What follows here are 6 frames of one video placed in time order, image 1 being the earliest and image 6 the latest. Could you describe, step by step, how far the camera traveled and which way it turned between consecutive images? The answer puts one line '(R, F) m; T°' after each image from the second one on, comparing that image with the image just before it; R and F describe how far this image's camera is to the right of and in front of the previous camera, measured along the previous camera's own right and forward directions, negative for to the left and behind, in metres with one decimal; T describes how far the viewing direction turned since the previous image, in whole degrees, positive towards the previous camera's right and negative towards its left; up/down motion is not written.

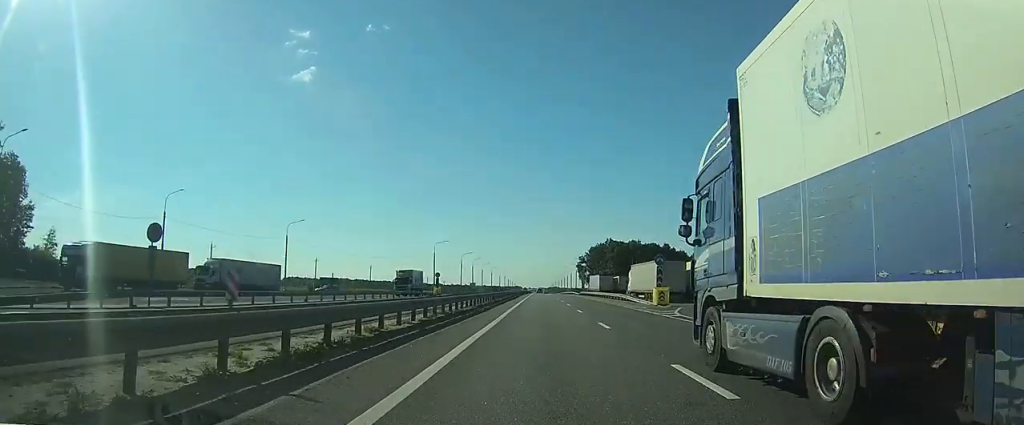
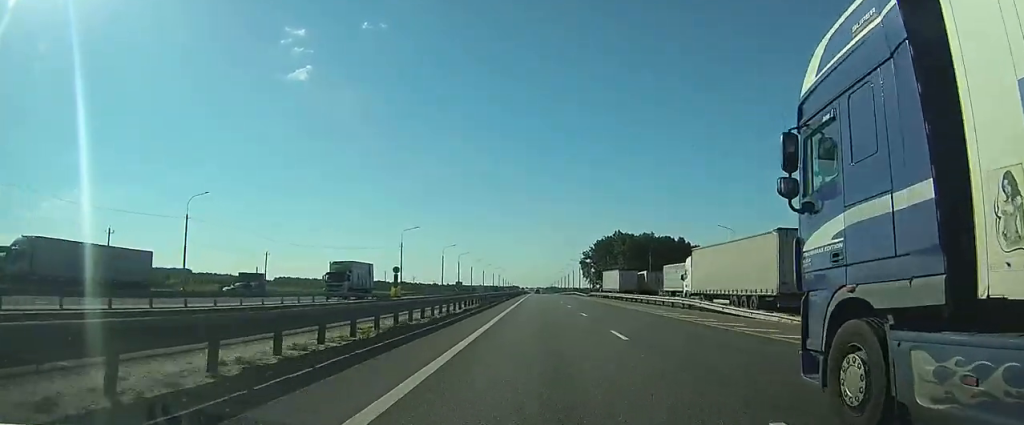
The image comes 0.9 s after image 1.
(0.0, +28.2) m; 0°
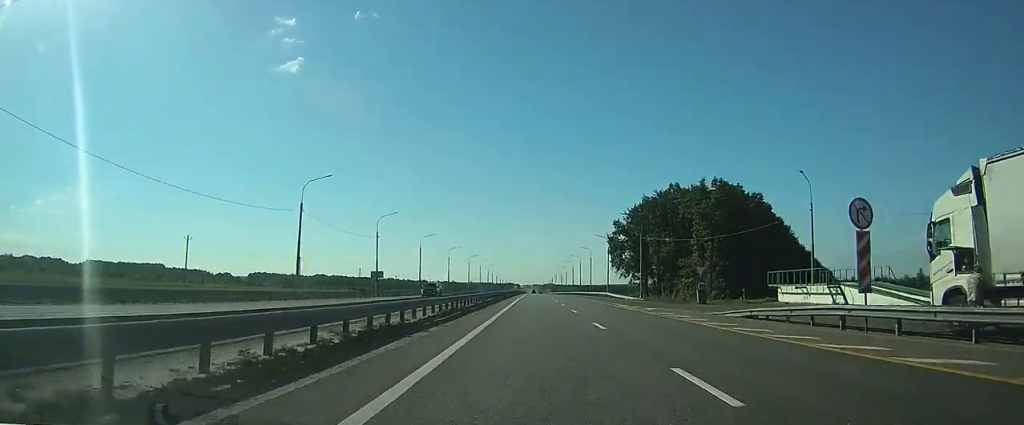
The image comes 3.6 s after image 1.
(+0.1, +79.9) m; 0°
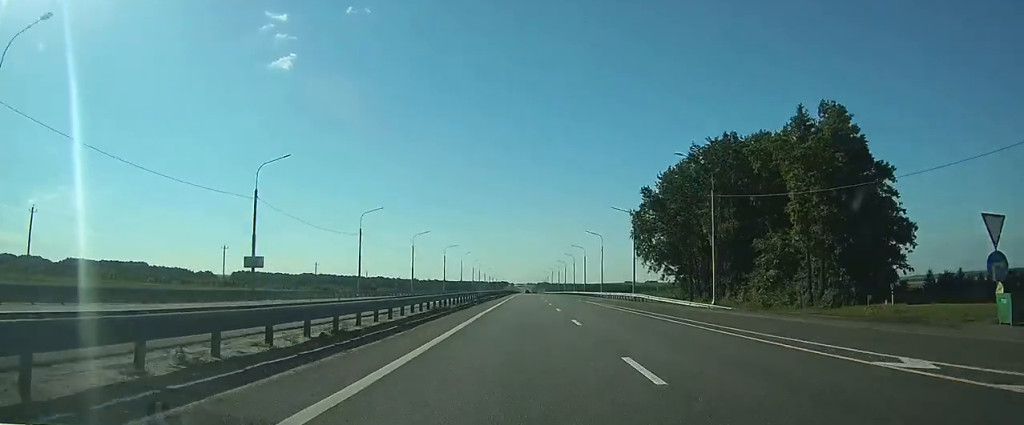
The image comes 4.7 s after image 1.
(+0.2, +34.5) m; 0°
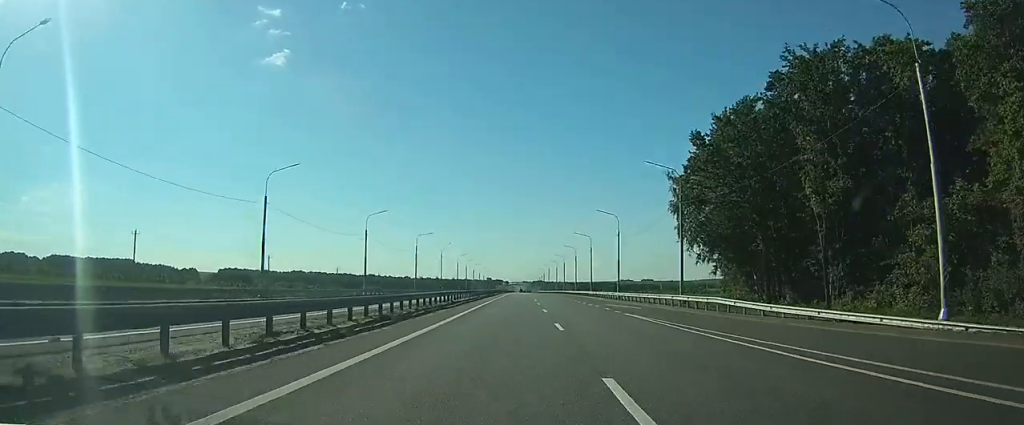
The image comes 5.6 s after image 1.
(0.0, +26.3) m; 0°
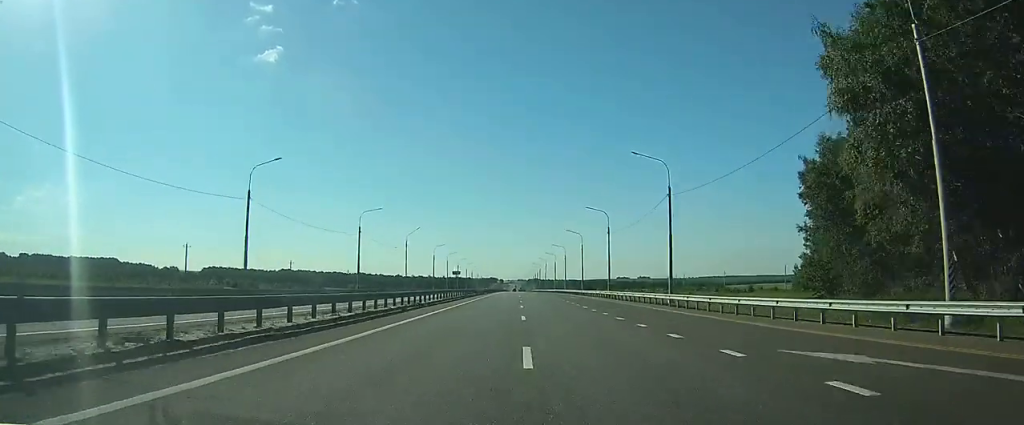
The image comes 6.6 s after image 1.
(+0.1, +32.2) m; 0°
